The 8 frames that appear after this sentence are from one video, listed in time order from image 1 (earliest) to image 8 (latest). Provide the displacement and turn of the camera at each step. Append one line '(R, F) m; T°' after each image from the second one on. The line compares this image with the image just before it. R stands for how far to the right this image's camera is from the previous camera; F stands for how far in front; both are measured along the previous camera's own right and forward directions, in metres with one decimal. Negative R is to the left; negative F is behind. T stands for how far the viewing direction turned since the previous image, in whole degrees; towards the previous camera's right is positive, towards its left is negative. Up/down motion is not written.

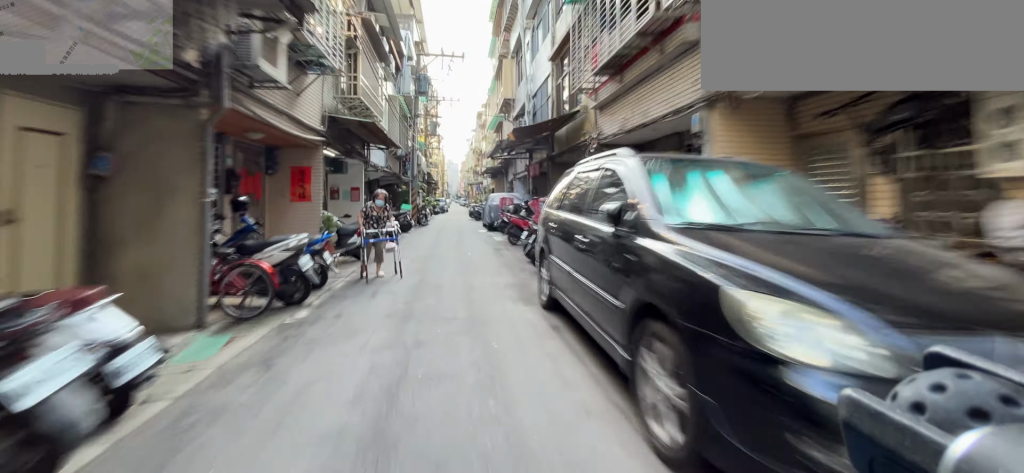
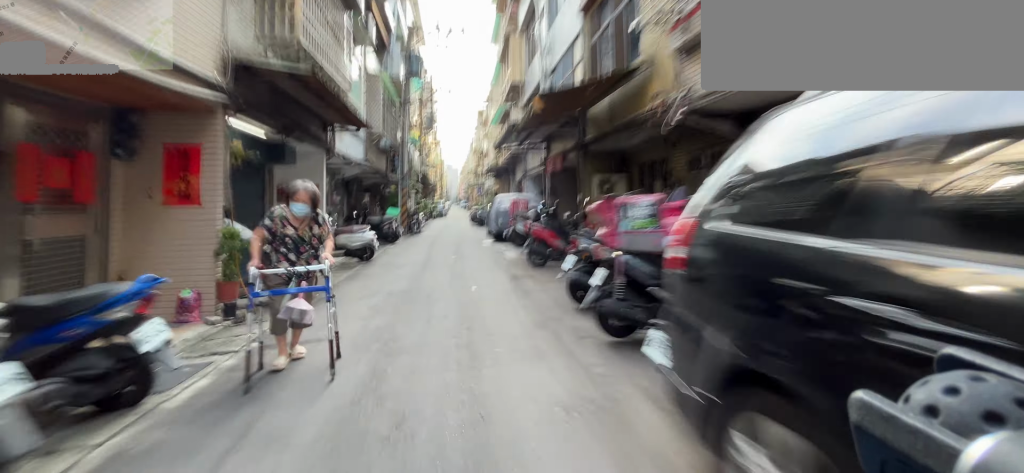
(-0.3, +4.8) m; -2°
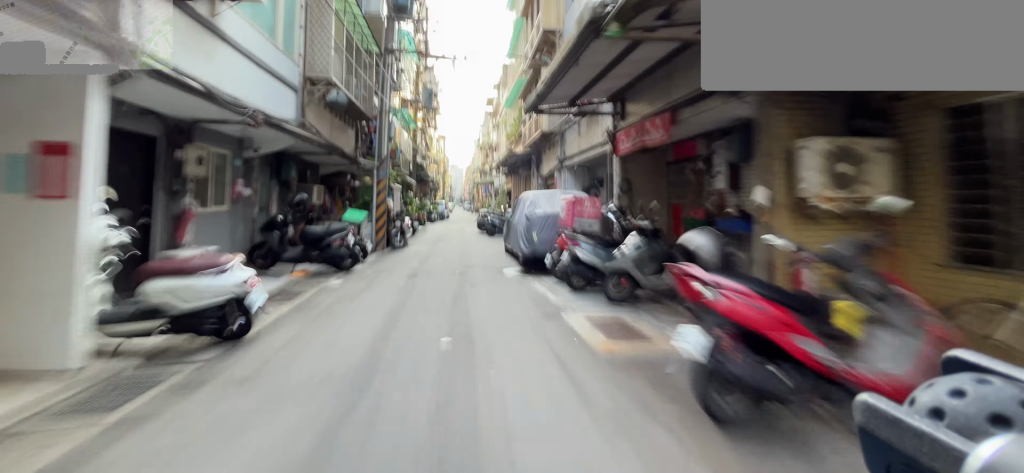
(0.0, +7.3) m; +1°
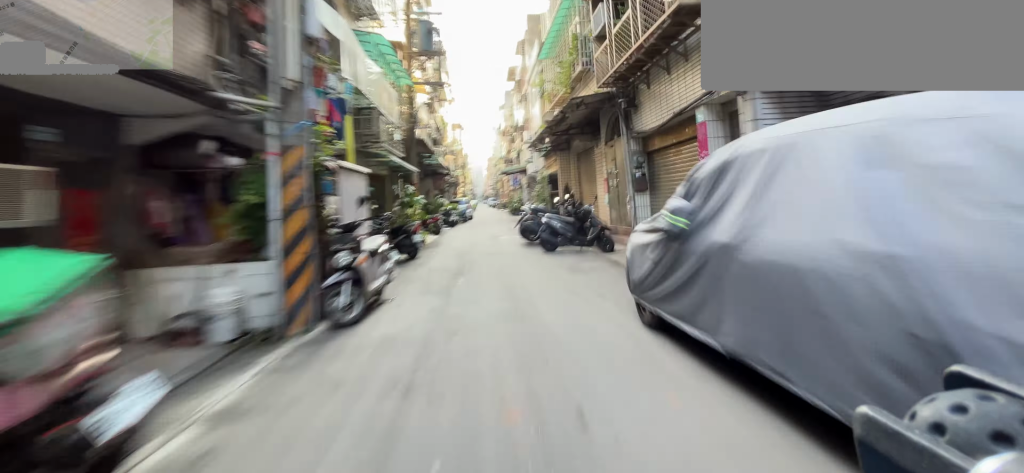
(+0.2, +8.5) m; 0°
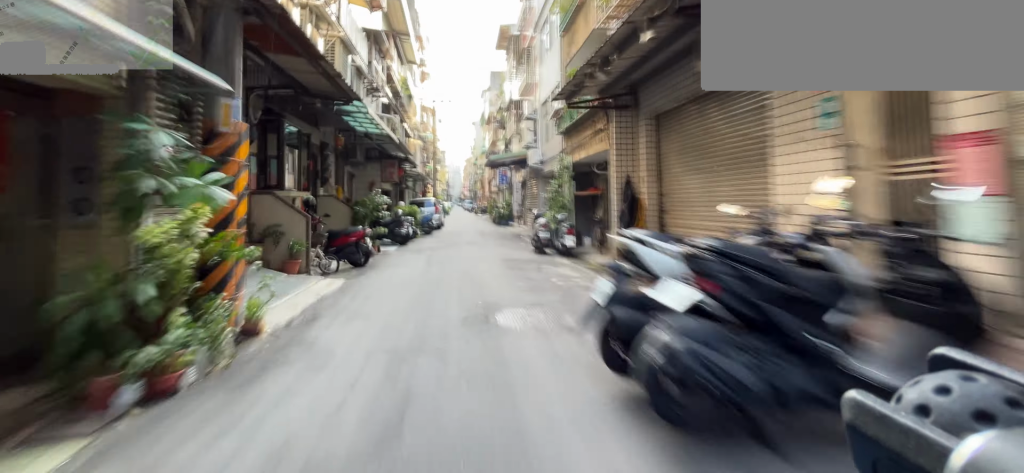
(-0.2, +9.4) m; -2°
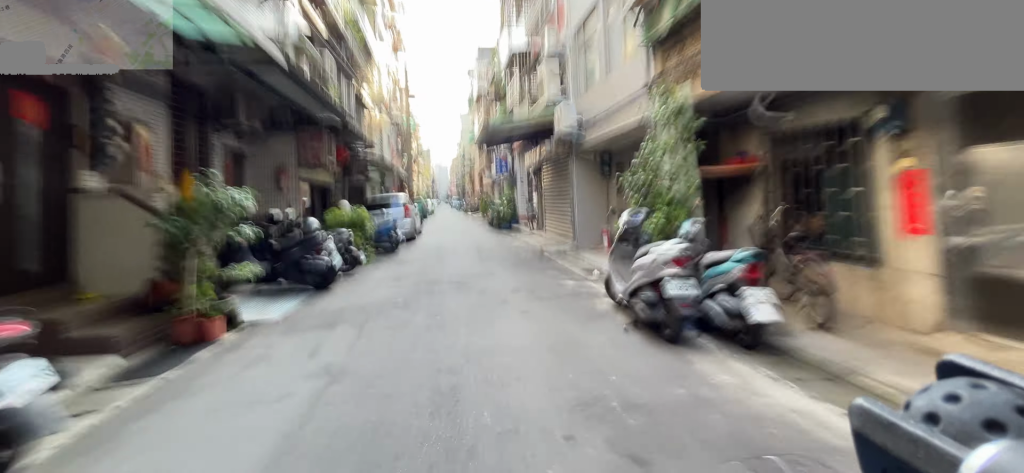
(0.0, +6.4) m; 0°
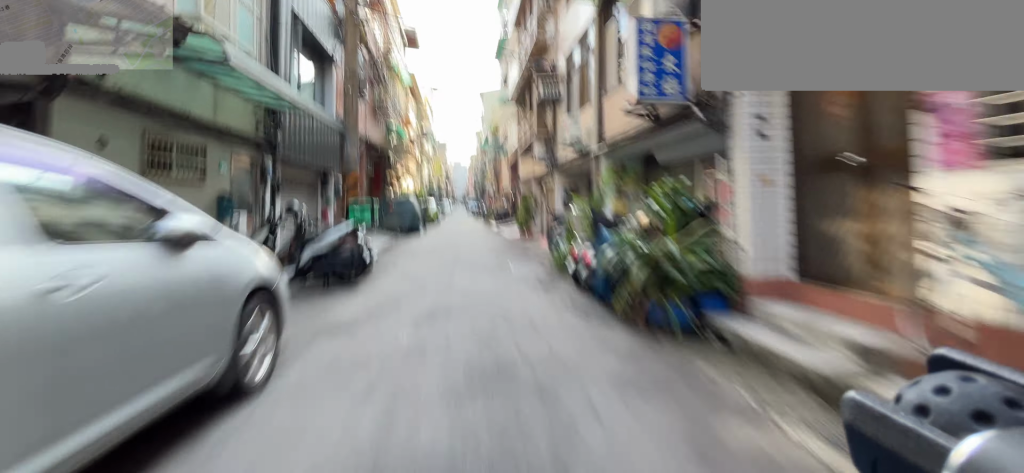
(+0.1, +11.7) m; +1°
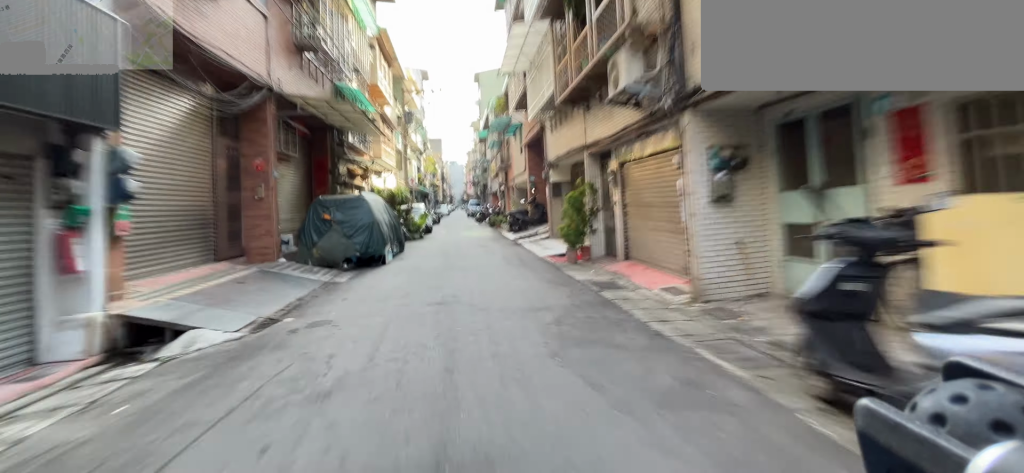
(0.0, +6.7) m; 0°
